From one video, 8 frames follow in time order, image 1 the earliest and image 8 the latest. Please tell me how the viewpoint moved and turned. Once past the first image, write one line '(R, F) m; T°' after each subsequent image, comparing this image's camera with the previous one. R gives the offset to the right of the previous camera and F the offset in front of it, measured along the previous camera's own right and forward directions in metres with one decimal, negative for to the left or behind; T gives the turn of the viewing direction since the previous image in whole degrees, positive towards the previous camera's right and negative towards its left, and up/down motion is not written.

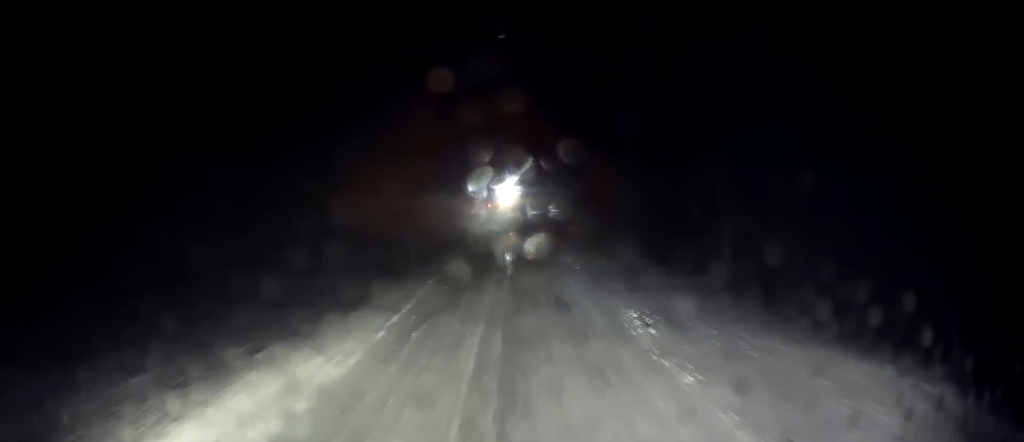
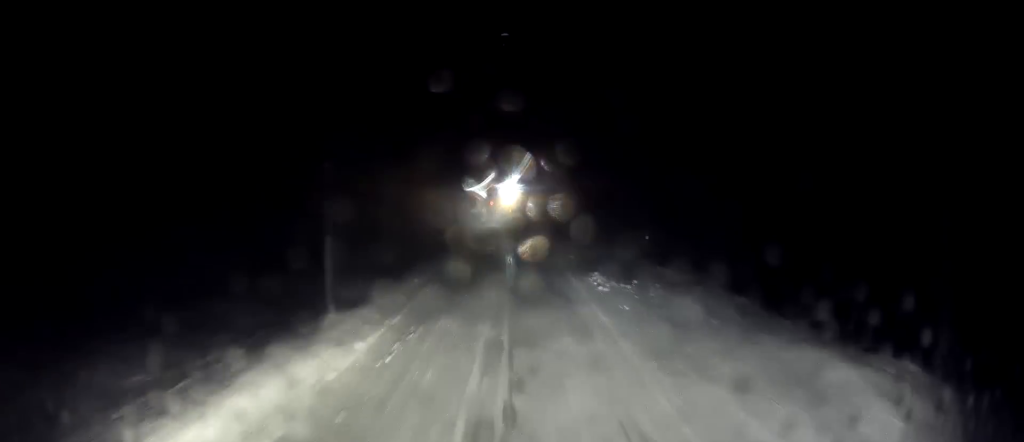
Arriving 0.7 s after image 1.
(-0.1, +8.1) m; 0°
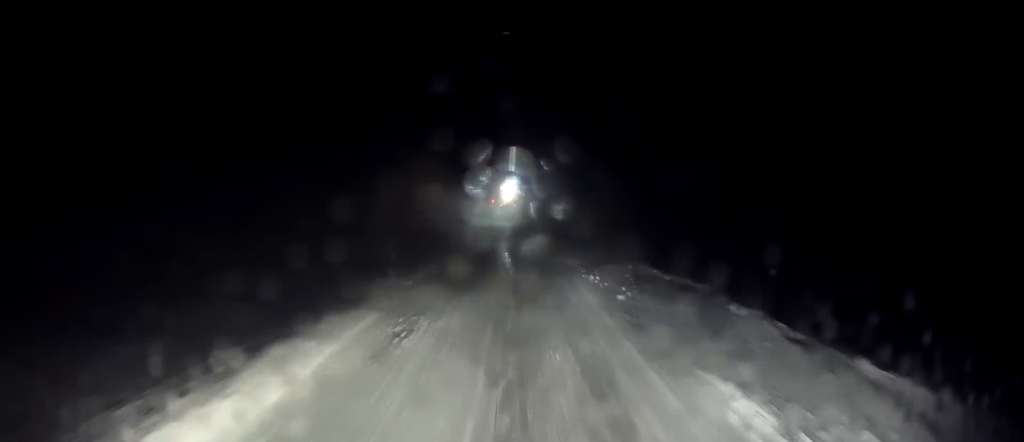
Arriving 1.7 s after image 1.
(0.0, +10.3) m; 0°
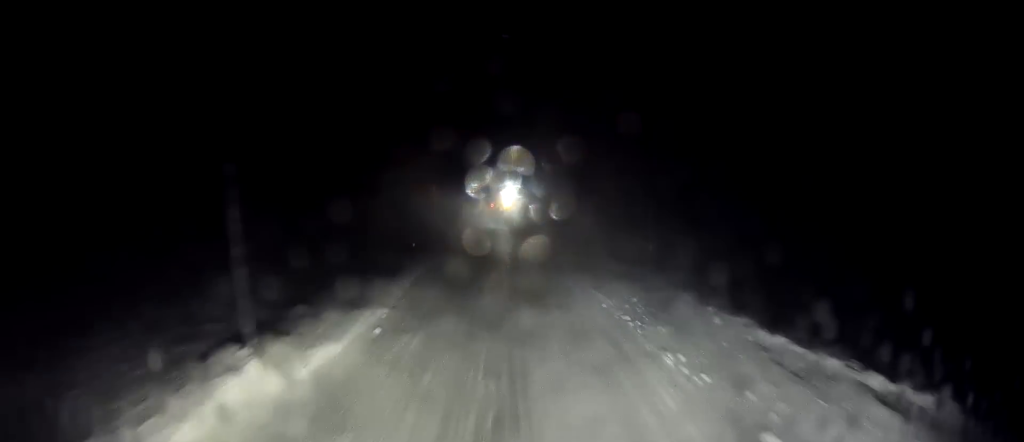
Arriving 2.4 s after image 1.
(+0.1, +8.2) m; 0°
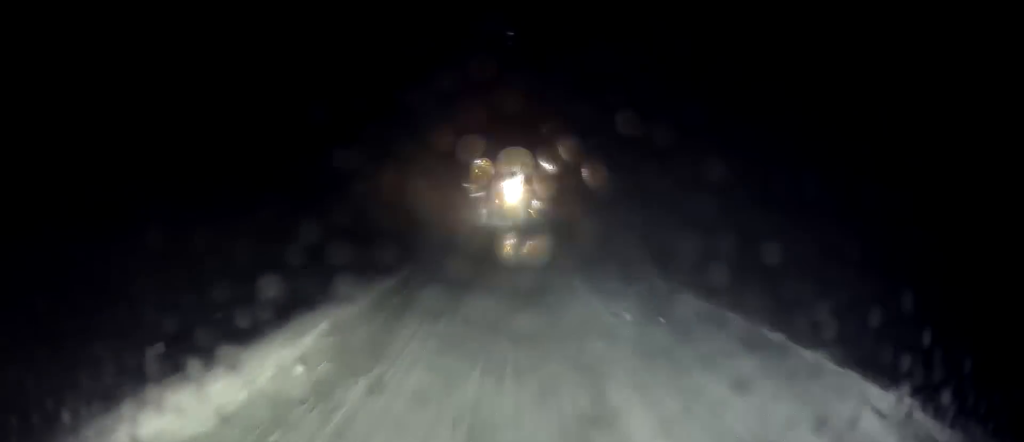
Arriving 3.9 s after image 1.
(-0.4, +16.3) m; -2°
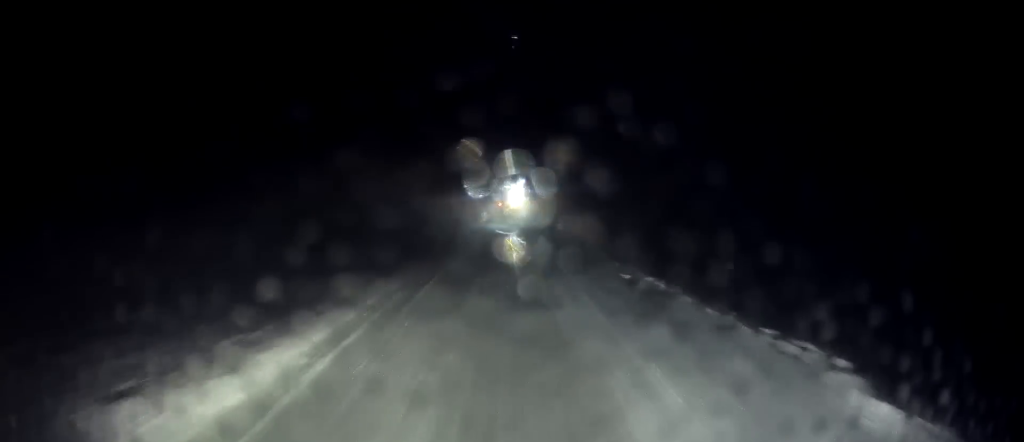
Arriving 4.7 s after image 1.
(-0.1, +9.0) m; -1°
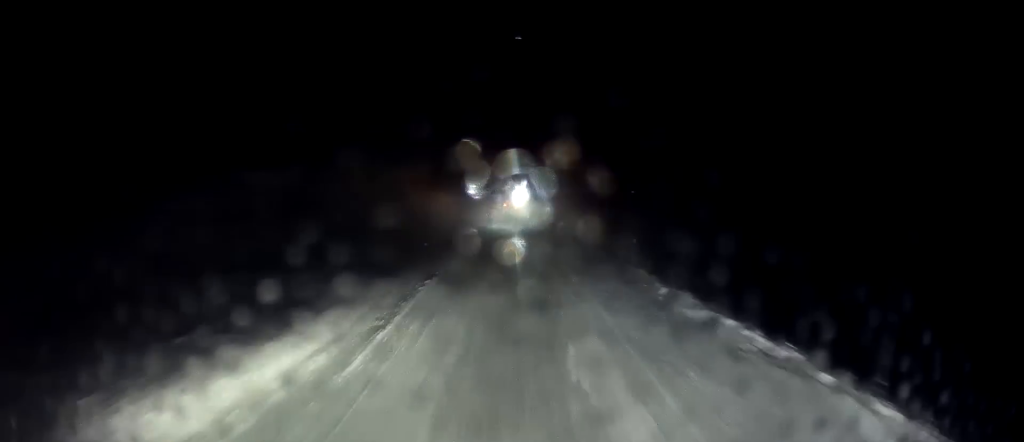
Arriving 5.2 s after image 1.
(-0.1, +5.6) m; 0°
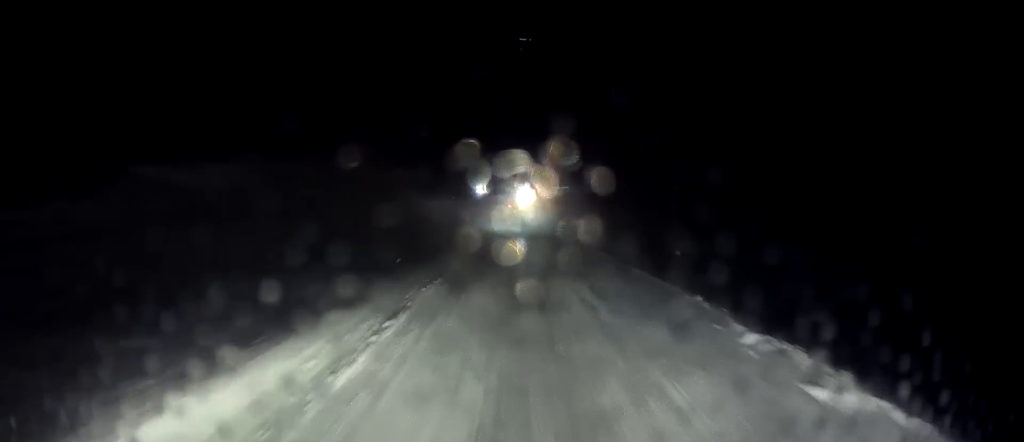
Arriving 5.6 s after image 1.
(0.0, +5.3) m; 0°
